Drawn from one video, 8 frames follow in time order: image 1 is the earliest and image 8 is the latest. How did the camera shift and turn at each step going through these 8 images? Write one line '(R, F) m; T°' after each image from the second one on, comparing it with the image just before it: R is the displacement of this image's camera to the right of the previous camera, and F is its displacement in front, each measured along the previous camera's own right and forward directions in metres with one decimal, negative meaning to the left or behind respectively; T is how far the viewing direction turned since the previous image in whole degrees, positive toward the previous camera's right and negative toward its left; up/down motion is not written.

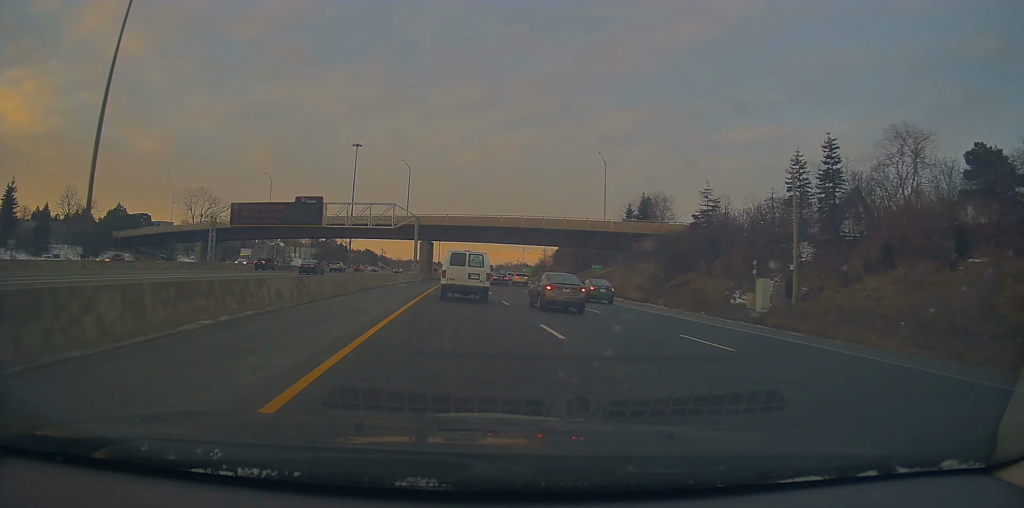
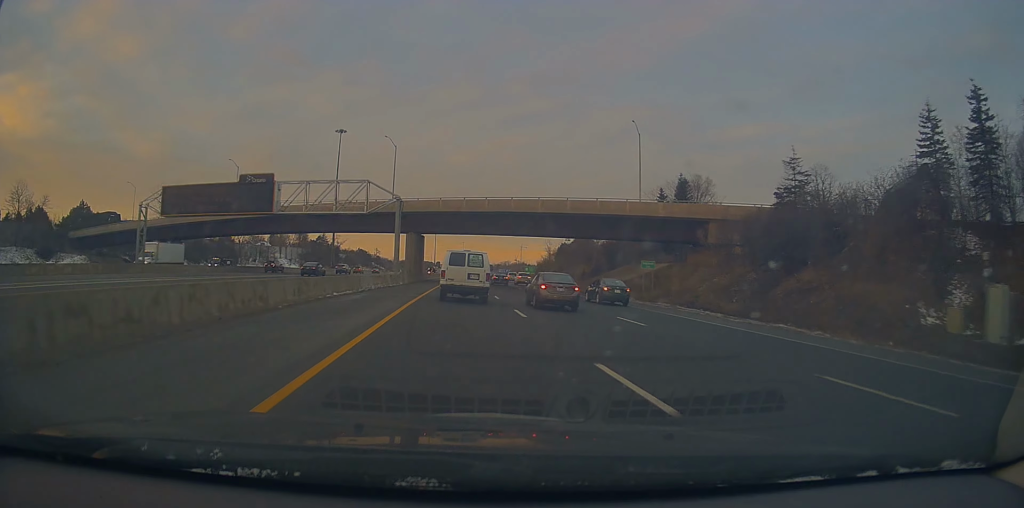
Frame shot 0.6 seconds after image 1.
(-0.5, +18.3) m; -1°
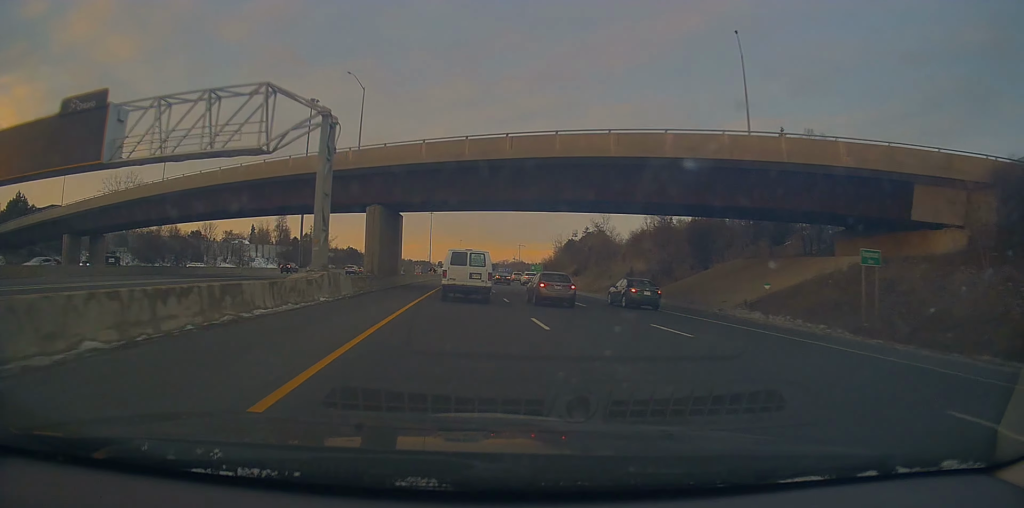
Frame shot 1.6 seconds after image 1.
(-0.1, +27.8) m; +1°
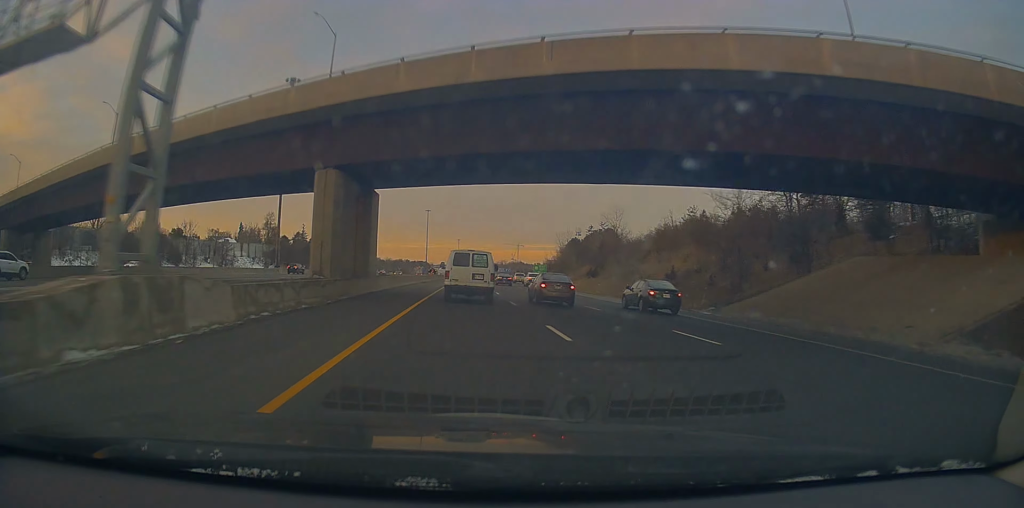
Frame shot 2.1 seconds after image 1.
(0.0, +14.2) m; +1°
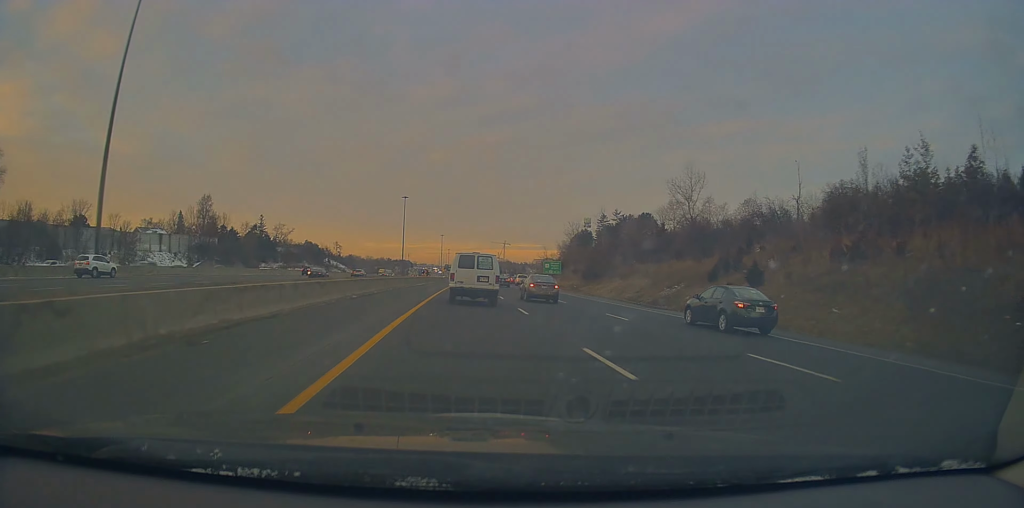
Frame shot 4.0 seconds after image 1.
(+1.3, +52.2) m; +2°
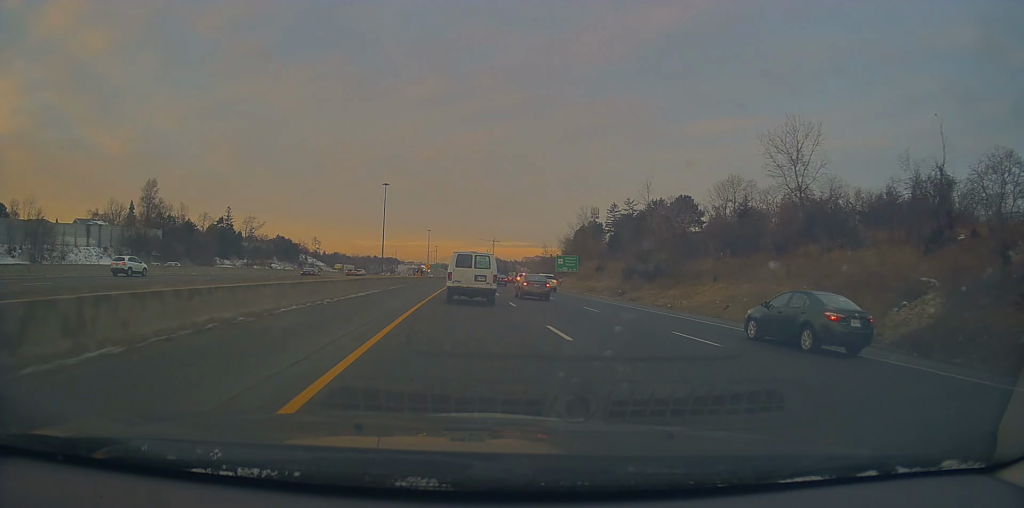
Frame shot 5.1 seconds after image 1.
(-0.1, +31.9) m; +1°
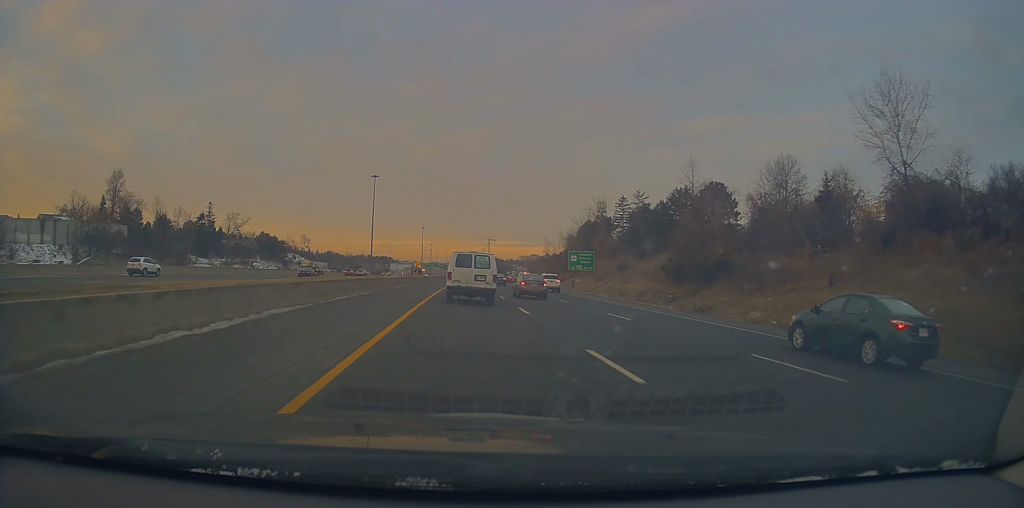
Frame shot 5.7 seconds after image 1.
(+0.2, +16.7) m; +1°
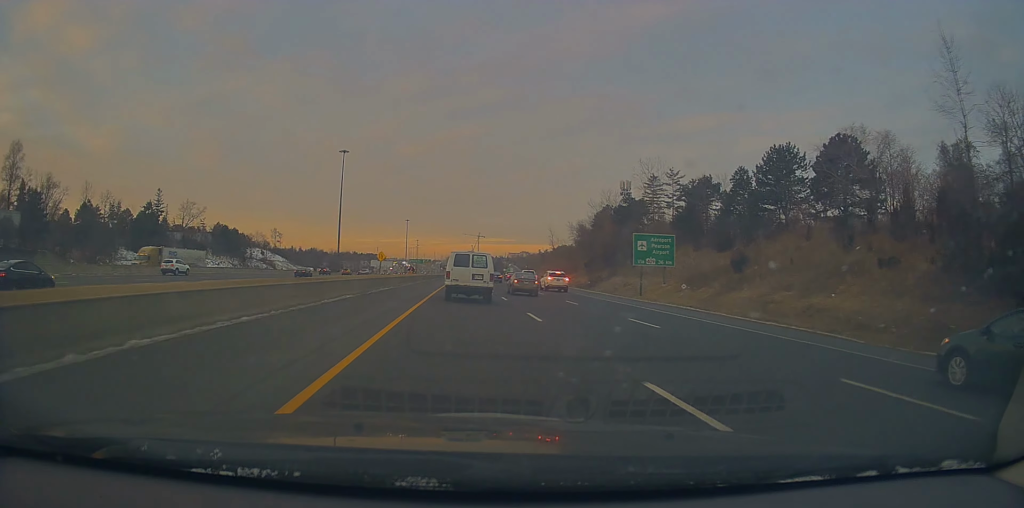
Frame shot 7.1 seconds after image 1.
(+0.3, +39.3) m; 0°
